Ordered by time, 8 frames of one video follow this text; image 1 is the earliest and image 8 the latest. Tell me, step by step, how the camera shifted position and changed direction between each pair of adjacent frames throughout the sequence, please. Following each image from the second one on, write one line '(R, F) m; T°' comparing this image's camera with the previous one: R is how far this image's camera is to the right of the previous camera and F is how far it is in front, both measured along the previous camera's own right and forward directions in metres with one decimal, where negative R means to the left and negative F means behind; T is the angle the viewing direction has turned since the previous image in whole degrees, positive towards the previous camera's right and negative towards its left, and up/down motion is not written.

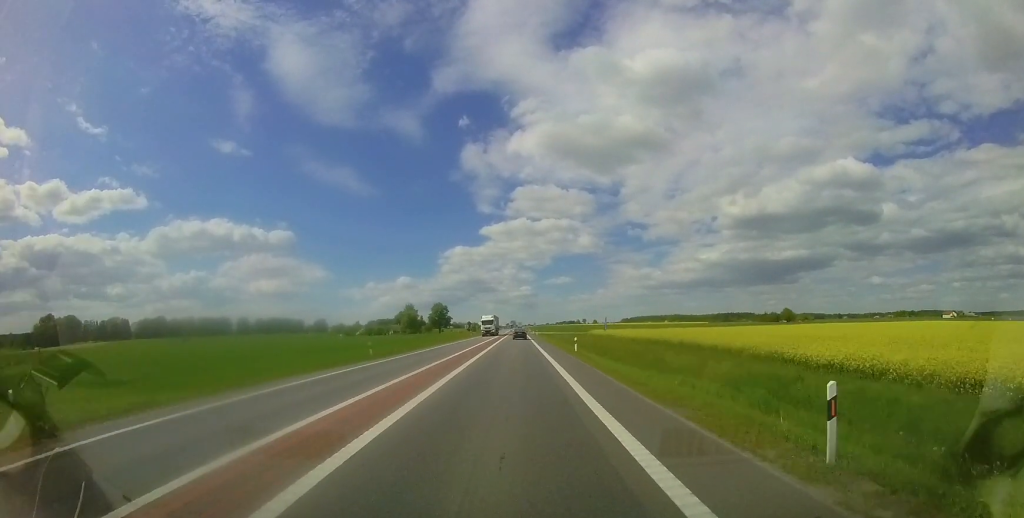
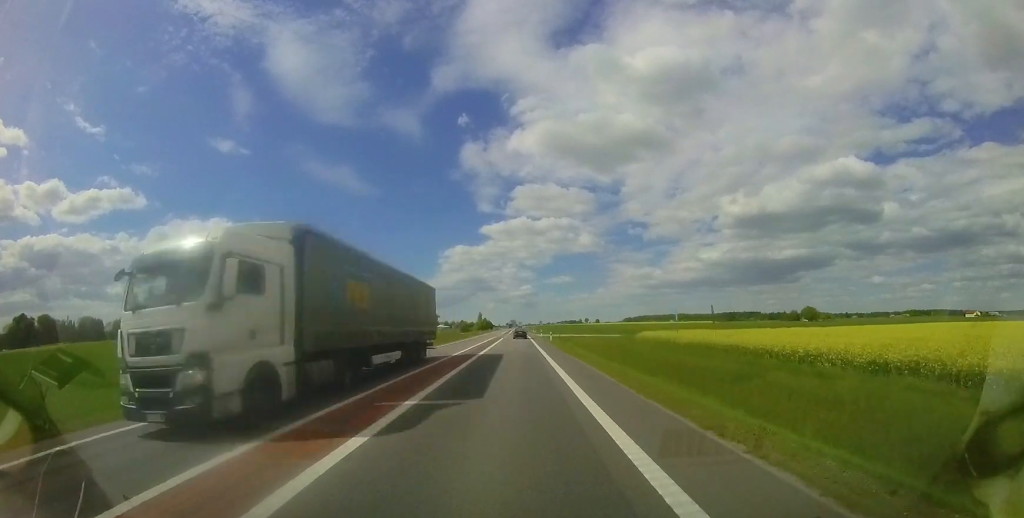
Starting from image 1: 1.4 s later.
(-0.6, +33.1) m; -1°
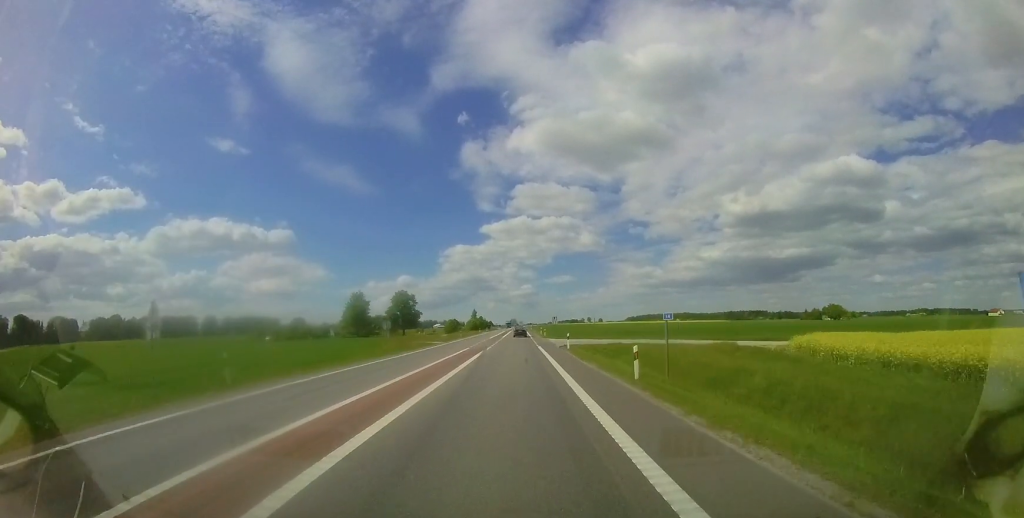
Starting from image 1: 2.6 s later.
(0.0, +30.0) m; 0°
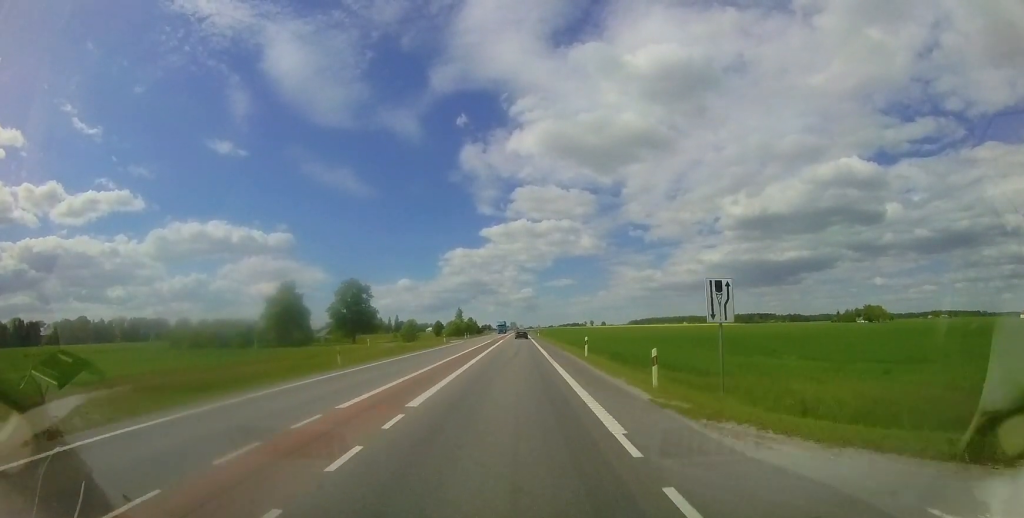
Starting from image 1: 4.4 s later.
(+0.3, +41.9) m; 0°
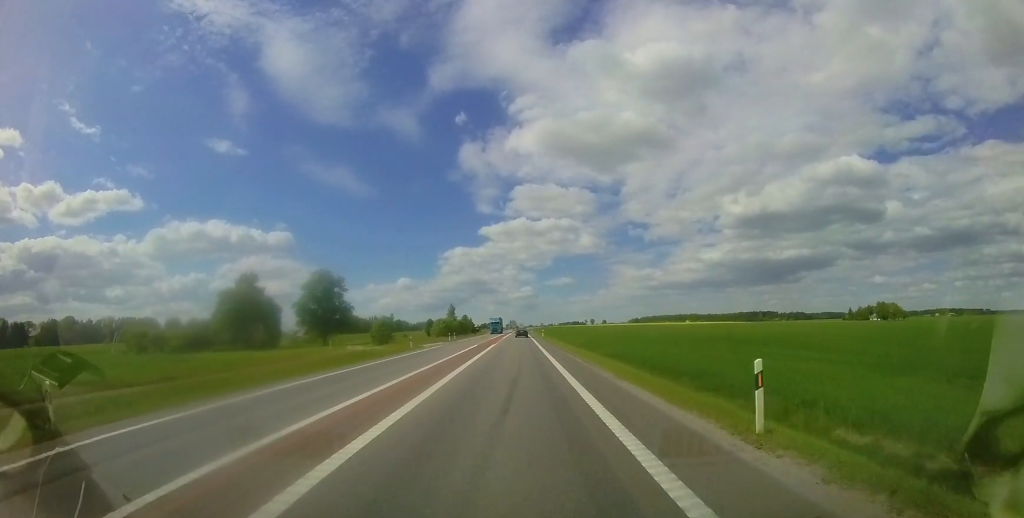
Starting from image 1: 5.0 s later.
(-0.2, +14.0) m; 0°
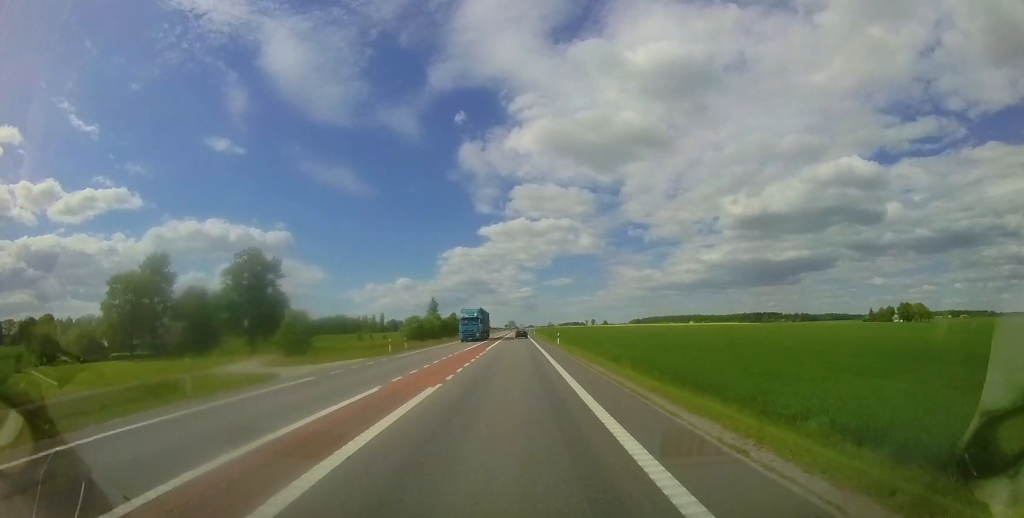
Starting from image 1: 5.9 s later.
(+0.1, +23.1) m; +1°
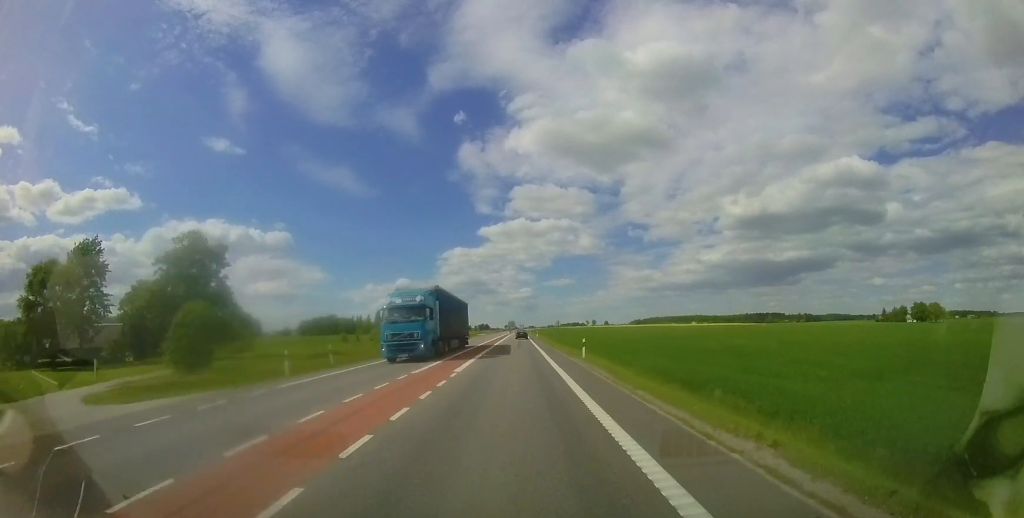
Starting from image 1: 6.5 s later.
(0.0, +13.1) m; 0°
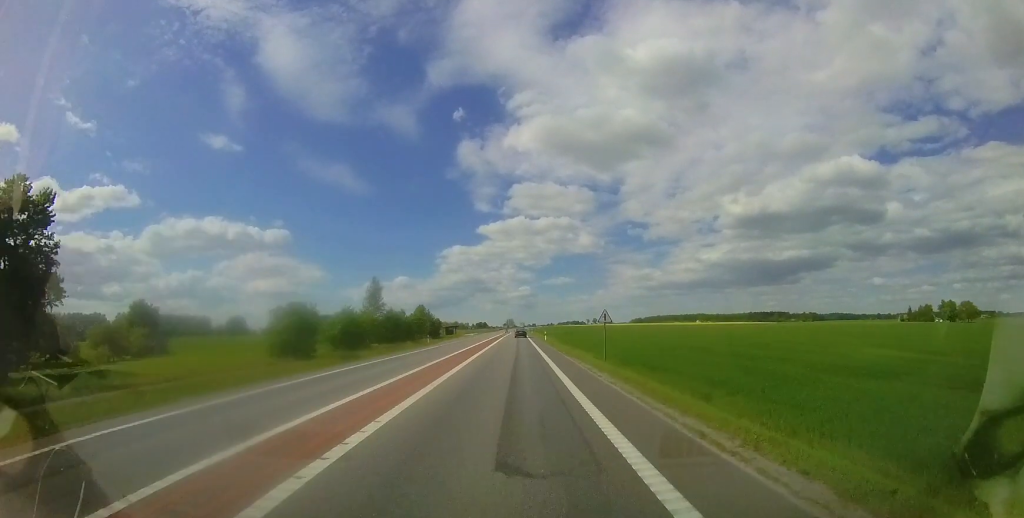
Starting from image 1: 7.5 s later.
(-0.1, +25.1) m; 0°
